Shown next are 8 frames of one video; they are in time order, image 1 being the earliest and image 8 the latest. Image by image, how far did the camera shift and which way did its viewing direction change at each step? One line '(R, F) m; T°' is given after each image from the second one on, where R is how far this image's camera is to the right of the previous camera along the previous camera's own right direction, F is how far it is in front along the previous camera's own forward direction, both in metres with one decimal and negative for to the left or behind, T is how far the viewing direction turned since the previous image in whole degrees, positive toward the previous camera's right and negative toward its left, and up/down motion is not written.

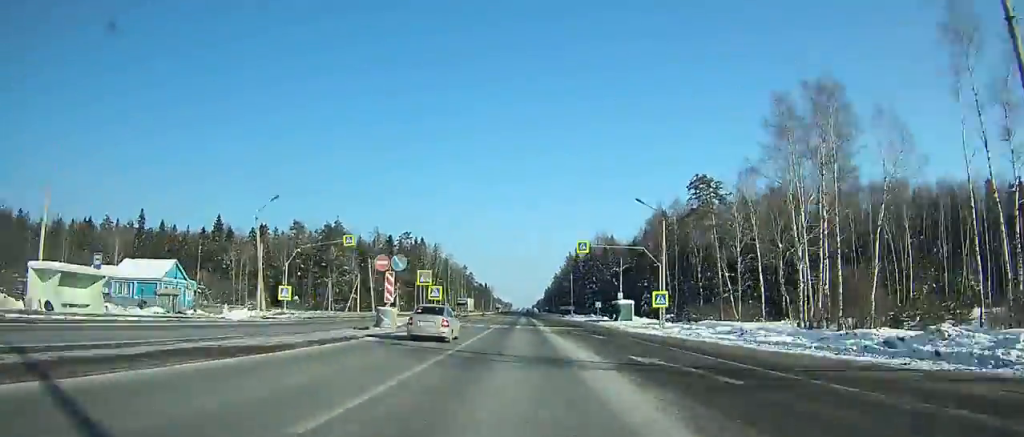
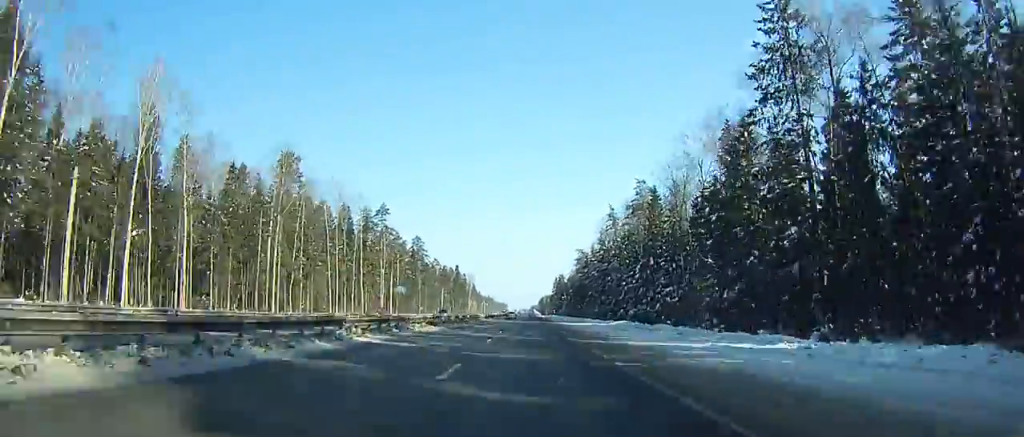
(-0.5, +239.5) m; +1°
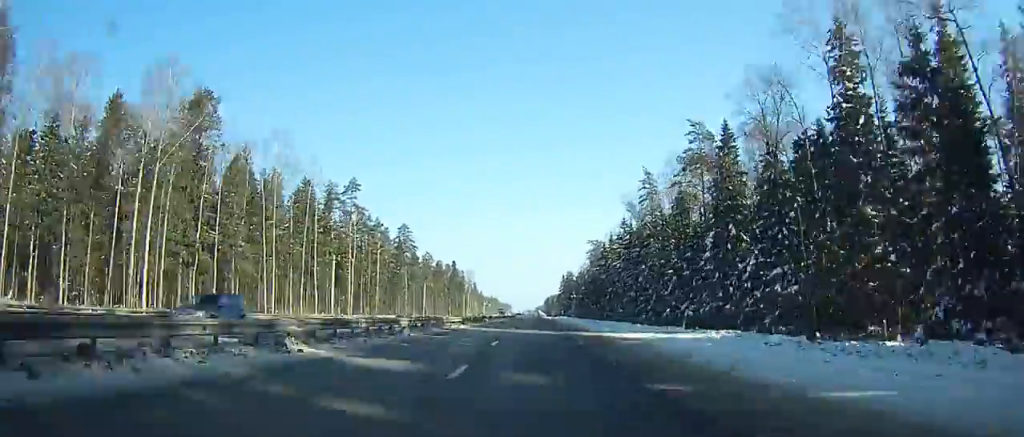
(+0.1, +35.7) m; 0°
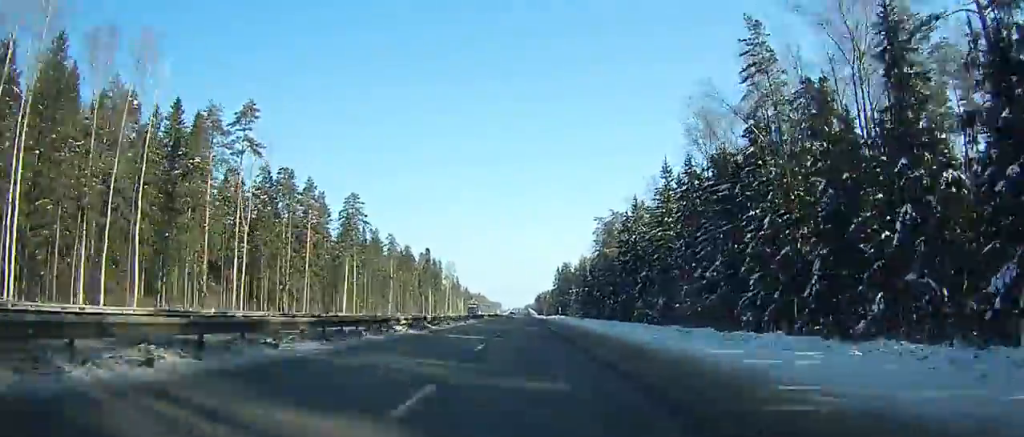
(+0.1, +52.3) m; 0°
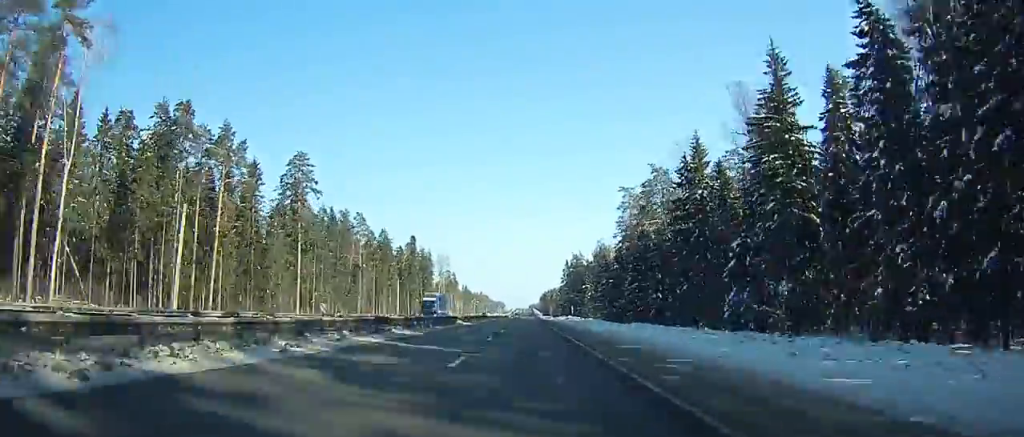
(+0.1, +41.9) m; 0°
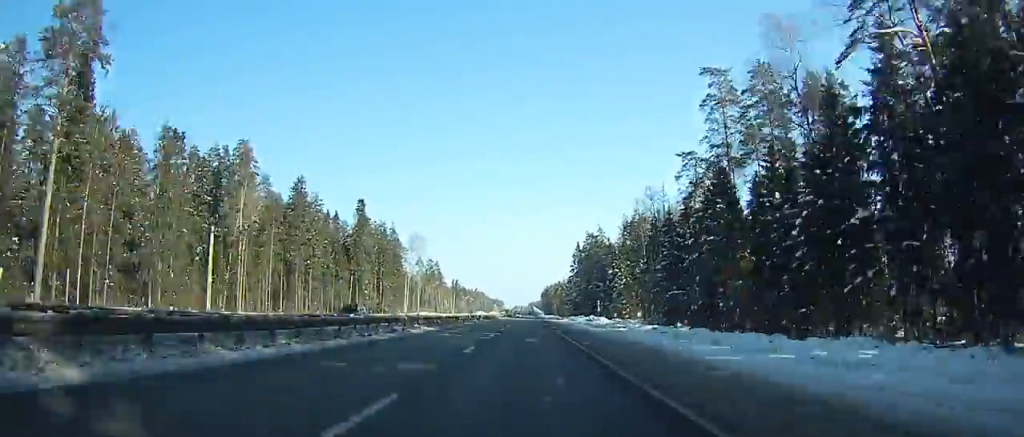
(0.0, +67.1) m; 0°
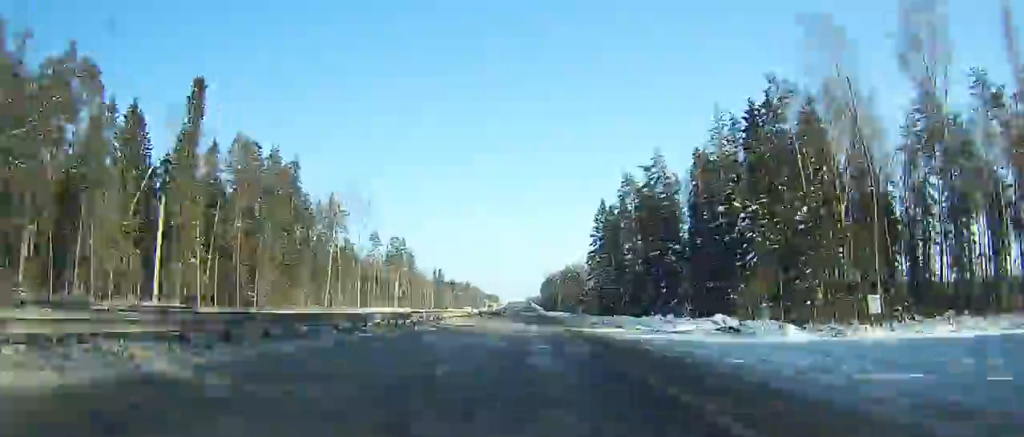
(+0.2, +78.8) m; 0°
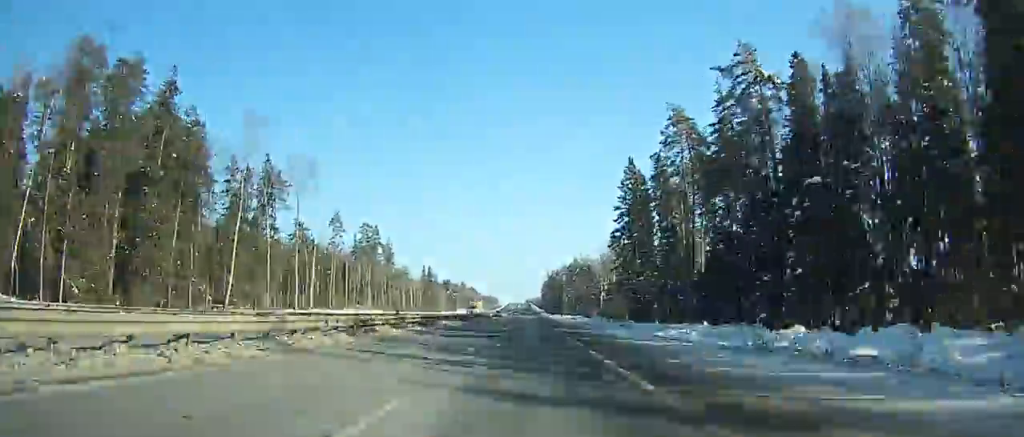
(+0.3, +42.1) m; 0°
